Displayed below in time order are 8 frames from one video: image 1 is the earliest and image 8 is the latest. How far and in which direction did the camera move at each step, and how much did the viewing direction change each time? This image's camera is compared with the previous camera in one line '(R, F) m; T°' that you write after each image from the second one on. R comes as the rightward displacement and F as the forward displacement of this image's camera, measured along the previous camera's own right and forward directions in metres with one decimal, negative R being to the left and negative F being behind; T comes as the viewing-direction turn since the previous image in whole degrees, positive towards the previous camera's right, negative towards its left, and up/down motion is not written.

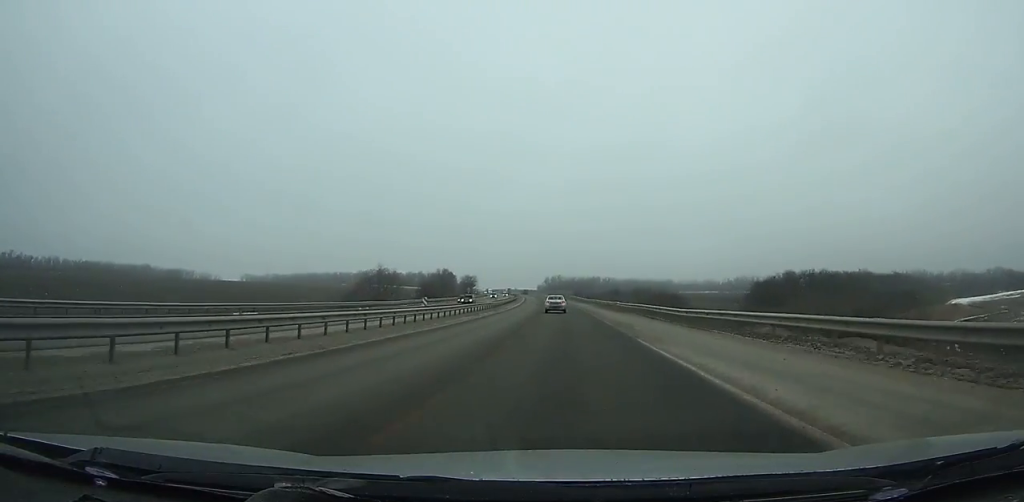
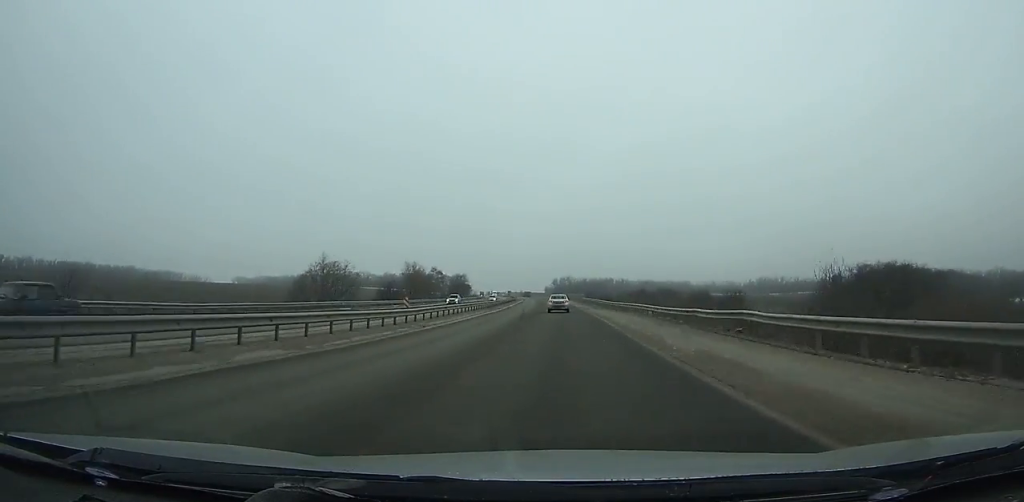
(-0.1, +42.0) m; -1°
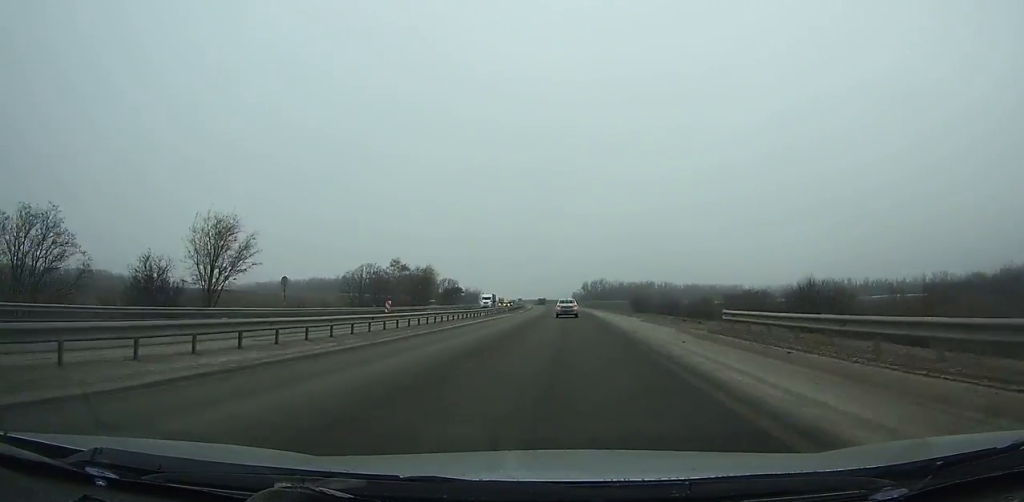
(-2.1, +82.5) m; -2°
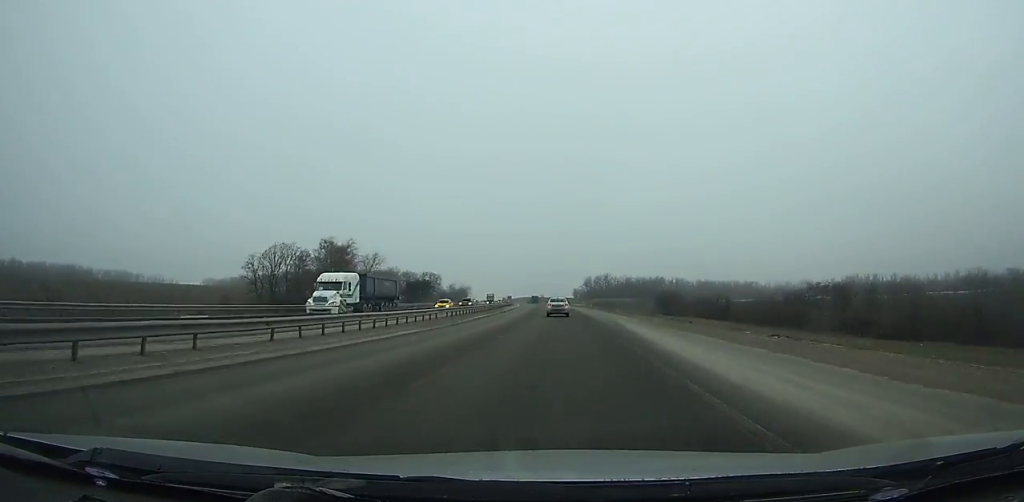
(-0.1, +43.0) m; -1°
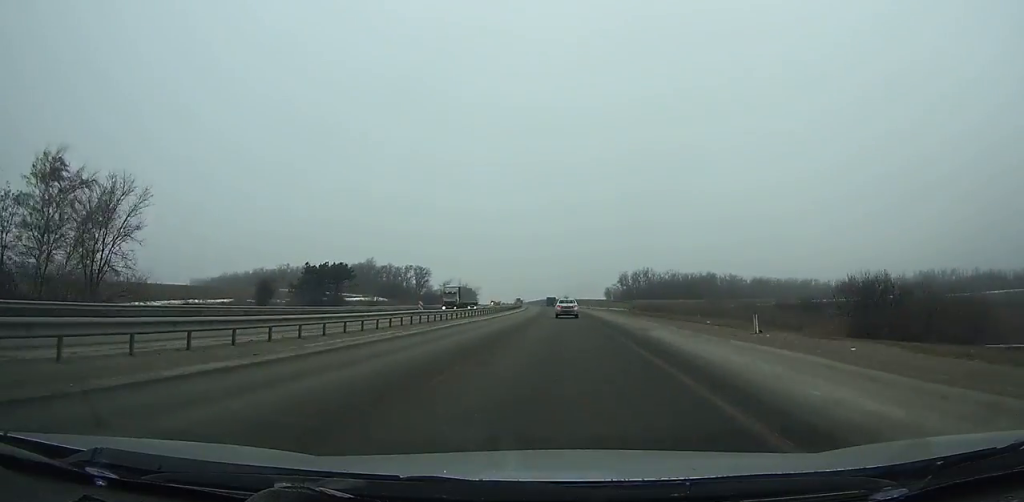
(-1.2, +67.8) m; -2°
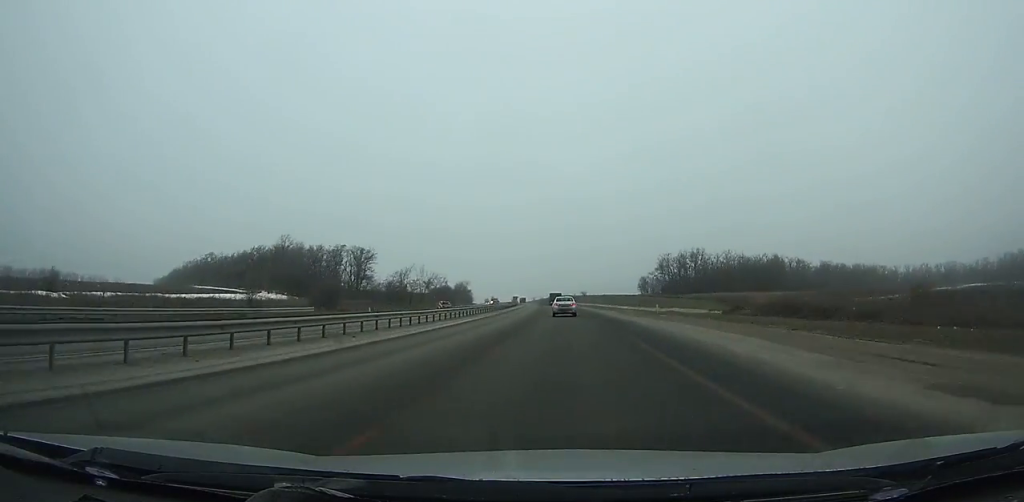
(-1.3, +73.3) m; -2°
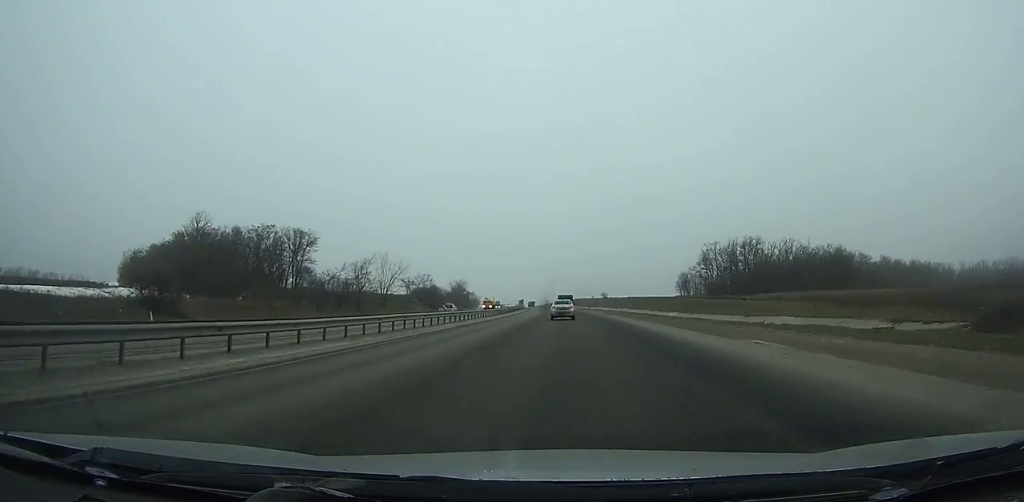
(-0.4, +39.4) m; -1°
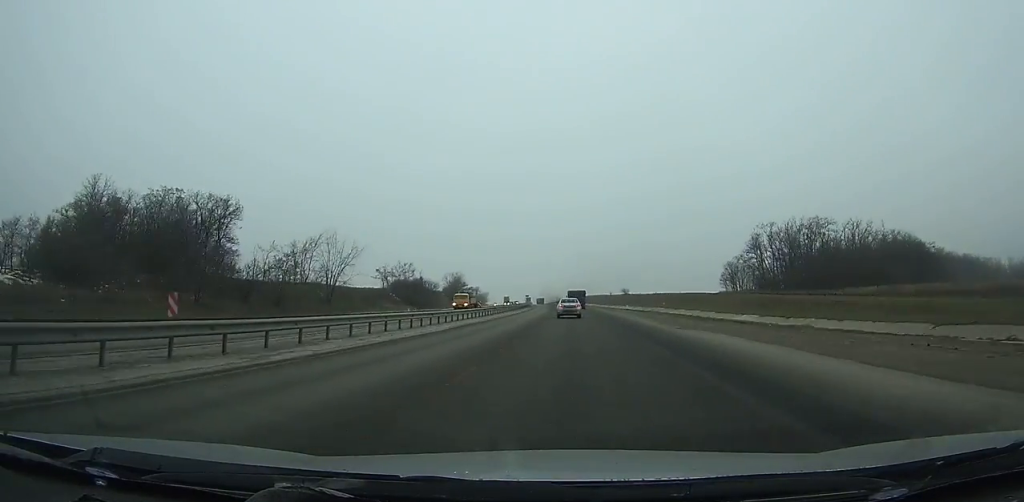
(-0.3, +29.0) m; -1°
